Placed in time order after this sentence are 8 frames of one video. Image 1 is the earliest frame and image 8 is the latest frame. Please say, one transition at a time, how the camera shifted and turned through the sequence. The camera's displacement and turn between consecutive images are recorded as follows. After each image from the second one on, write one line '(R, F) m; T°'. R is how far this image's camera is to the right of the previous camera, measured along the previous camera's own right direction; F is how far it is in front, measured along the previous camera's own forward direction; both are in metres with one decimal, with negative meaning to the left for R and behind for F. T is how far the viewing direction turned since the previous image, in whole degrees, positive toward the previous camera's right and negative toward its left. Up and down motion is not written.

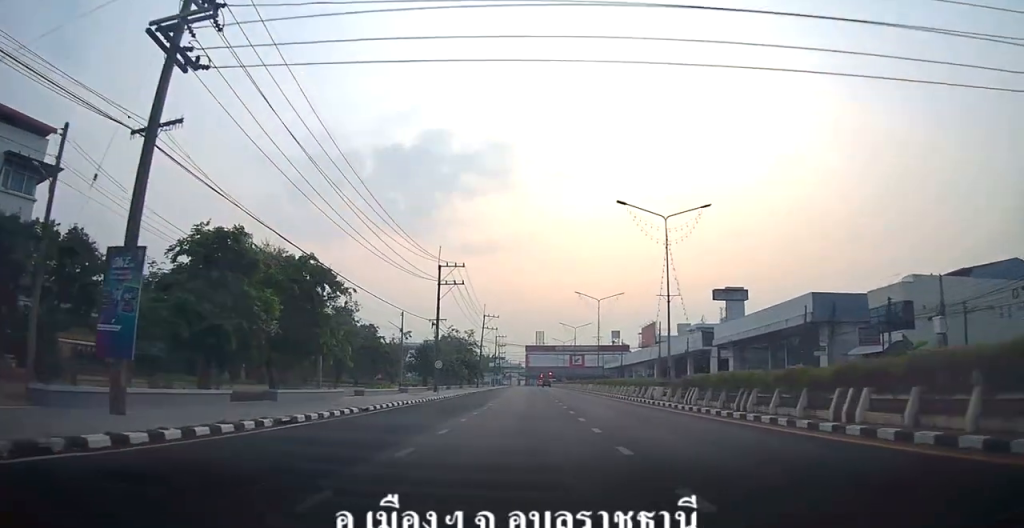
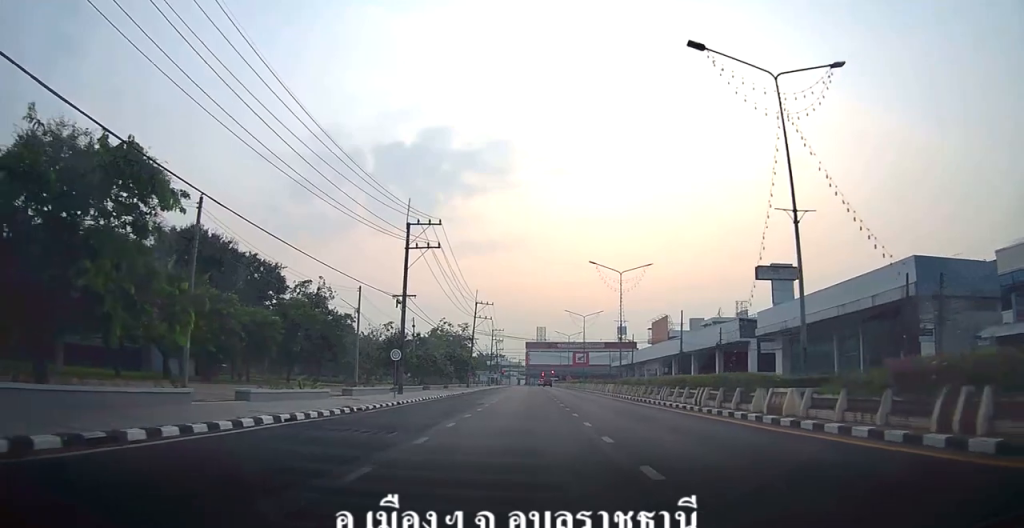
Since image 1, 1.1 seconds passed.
(-0.1, +14.1) m; -1°
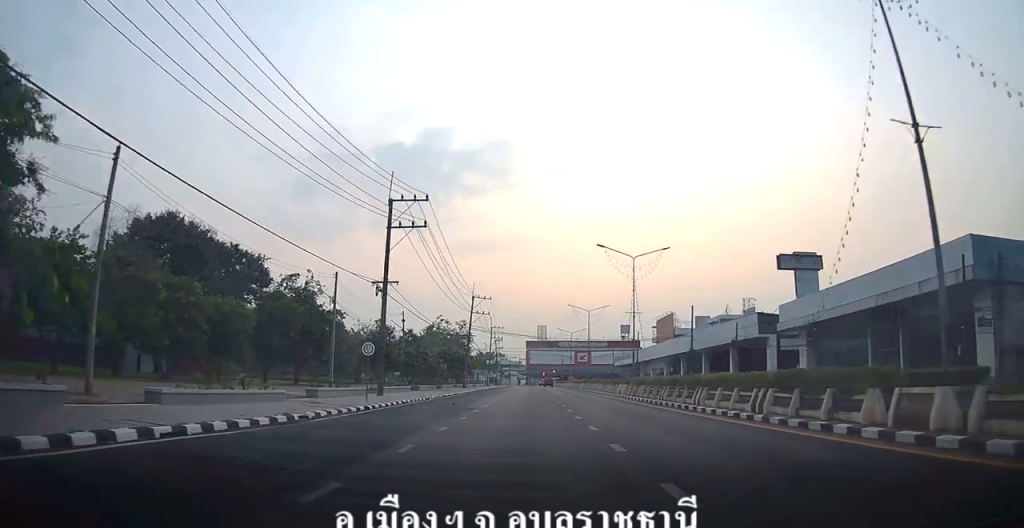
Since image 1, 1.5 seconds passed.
(0.0, +5.3) m; 0°
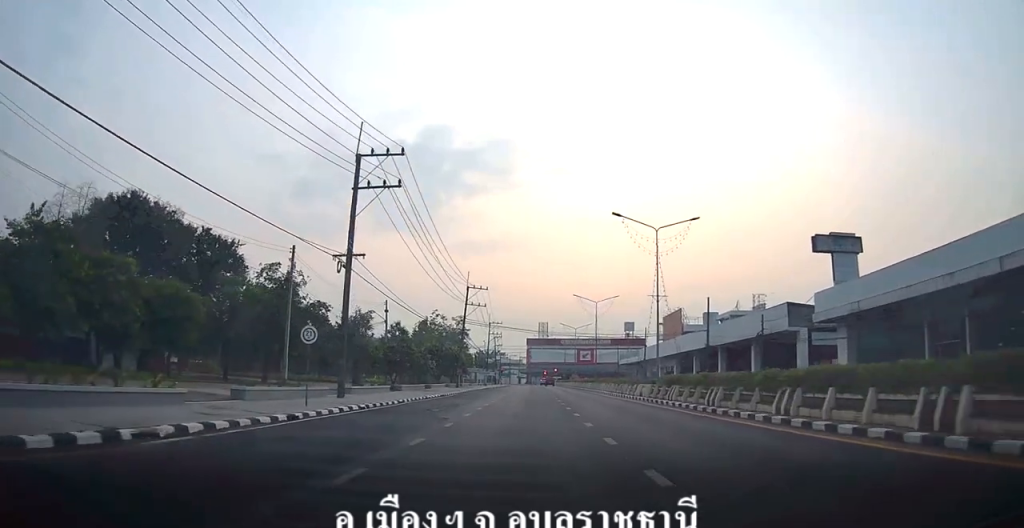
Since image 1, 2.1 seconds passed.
(-0.1, +6.9) m; 0°
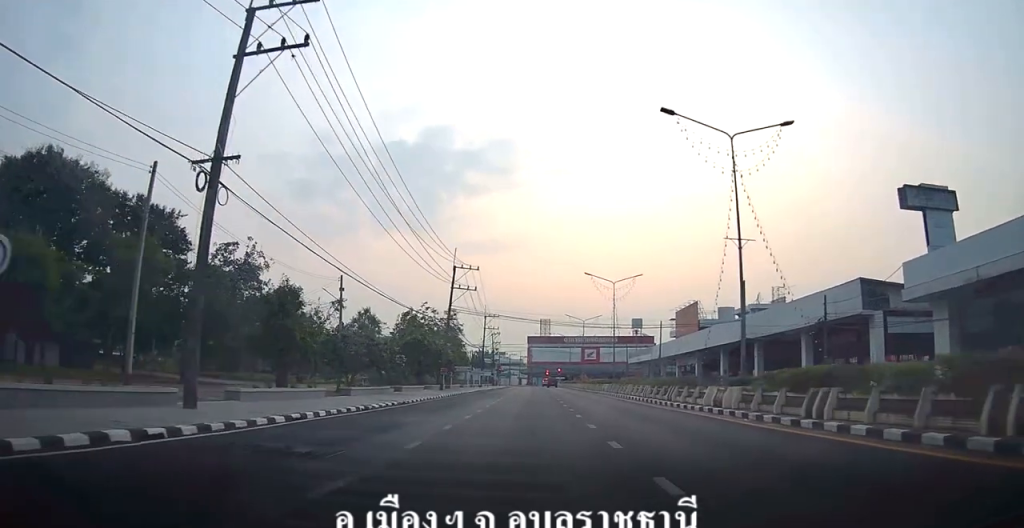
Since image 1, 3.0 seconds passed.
(+0.2, +12.4) m; +2°
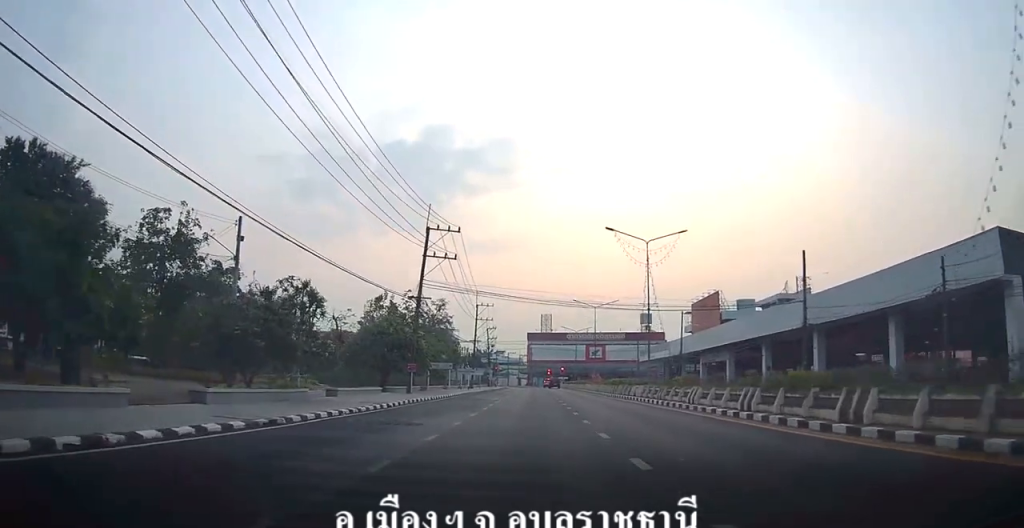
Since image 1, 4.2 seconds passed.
(+0.2, +14.3) m; +1°
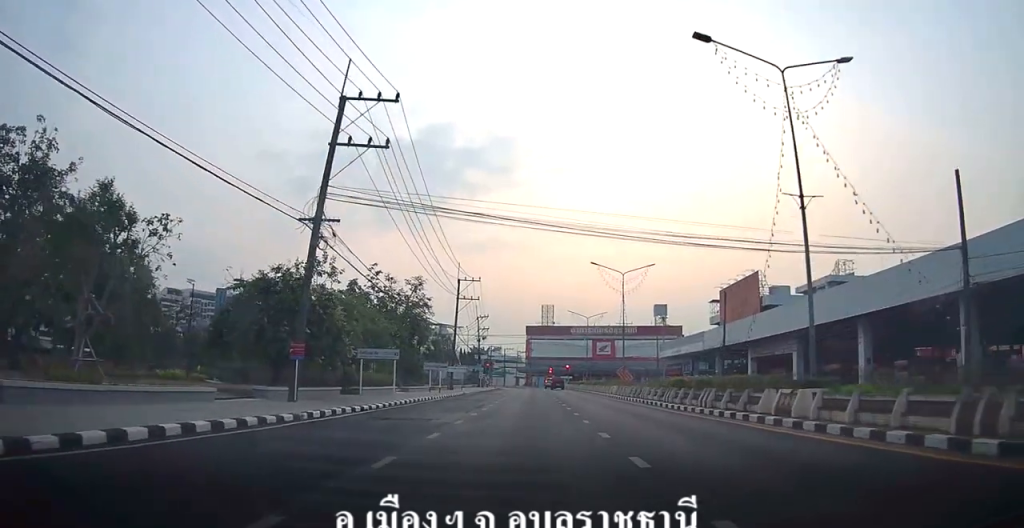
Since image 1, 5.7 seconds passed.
(-0.3, +19.4) m; -1°
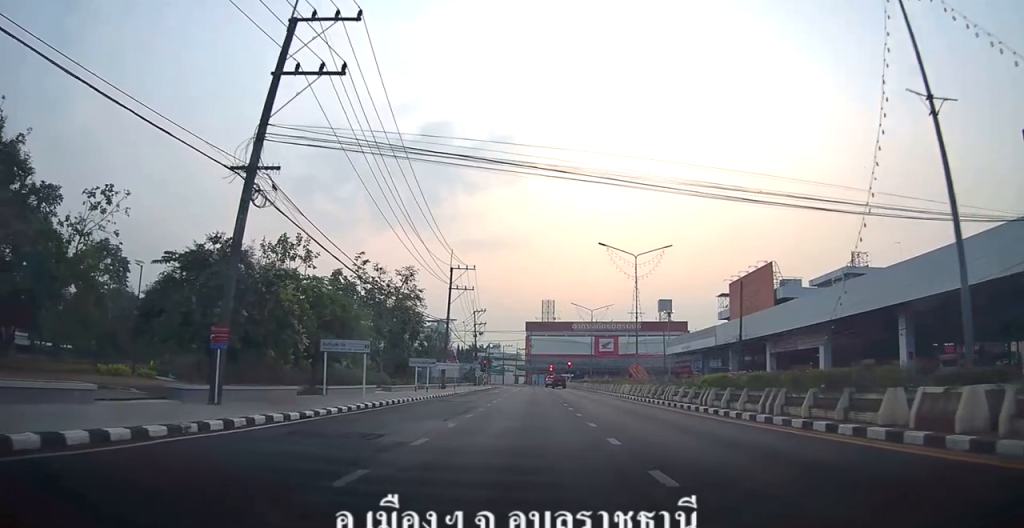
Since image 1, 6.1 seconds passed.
(-0.1, +5.4) m; 0°
